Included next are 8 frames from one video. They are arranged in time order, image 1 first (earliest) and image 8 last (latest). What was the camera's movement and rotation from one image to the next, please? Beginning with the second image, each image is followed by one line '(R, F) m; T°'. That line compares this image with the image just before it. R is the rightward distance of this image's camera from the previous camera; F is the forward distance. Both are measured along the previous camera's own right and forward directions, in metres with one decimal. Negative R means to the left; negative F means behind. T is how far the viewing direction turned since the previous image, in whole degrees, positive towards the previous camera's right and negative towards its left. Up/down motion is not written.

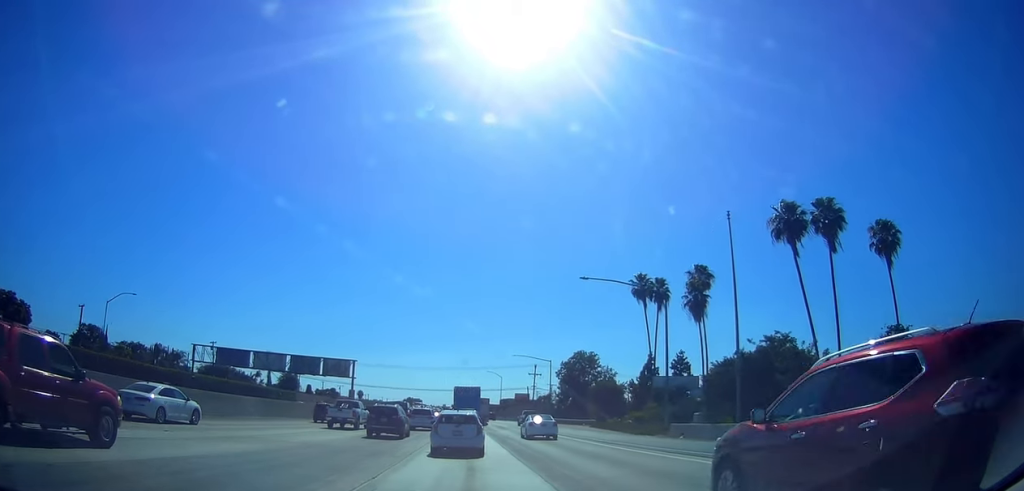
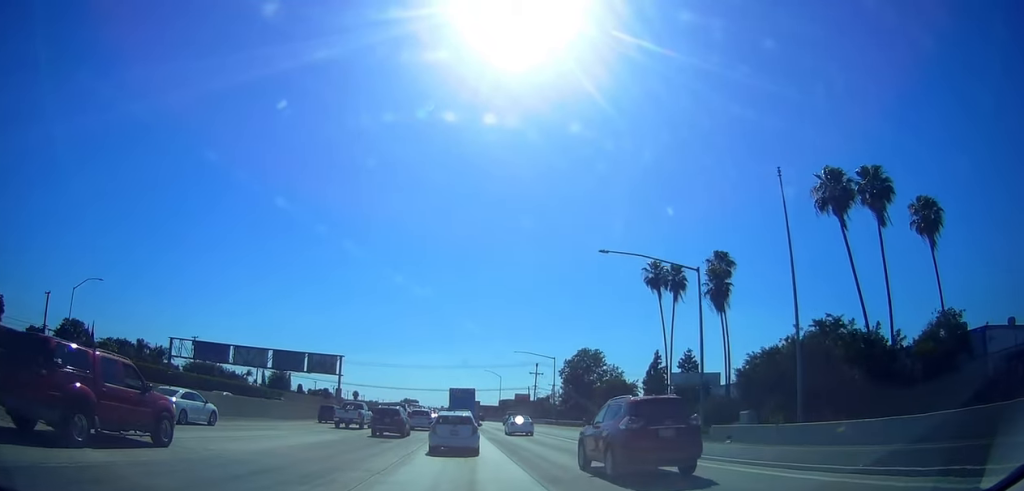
(0.0, +6.8) m; 0°
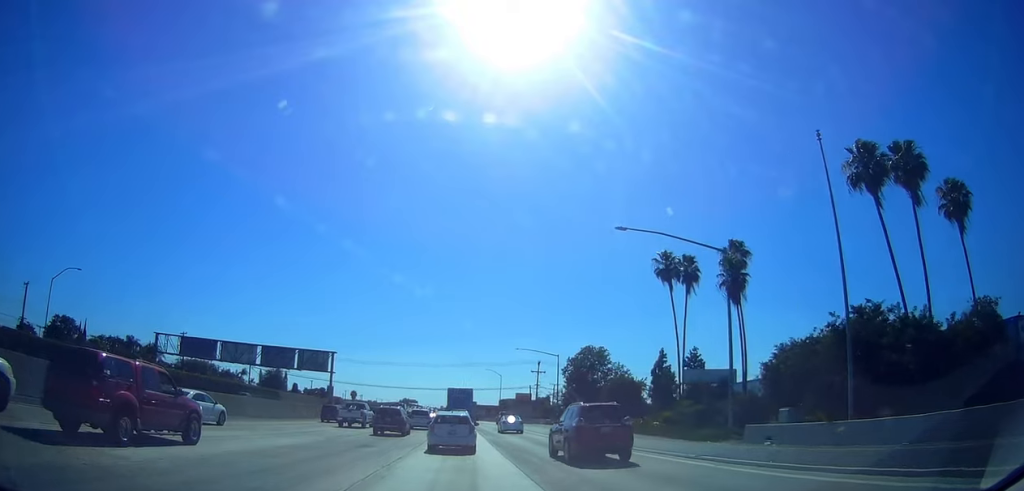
(0.0, +4.1) m; 0°
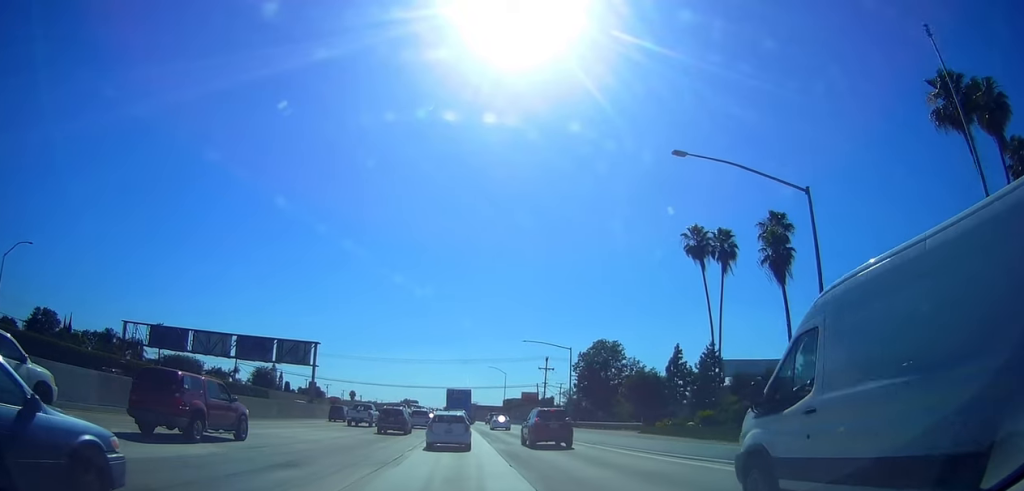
(0.0, +8.4) m; 0°
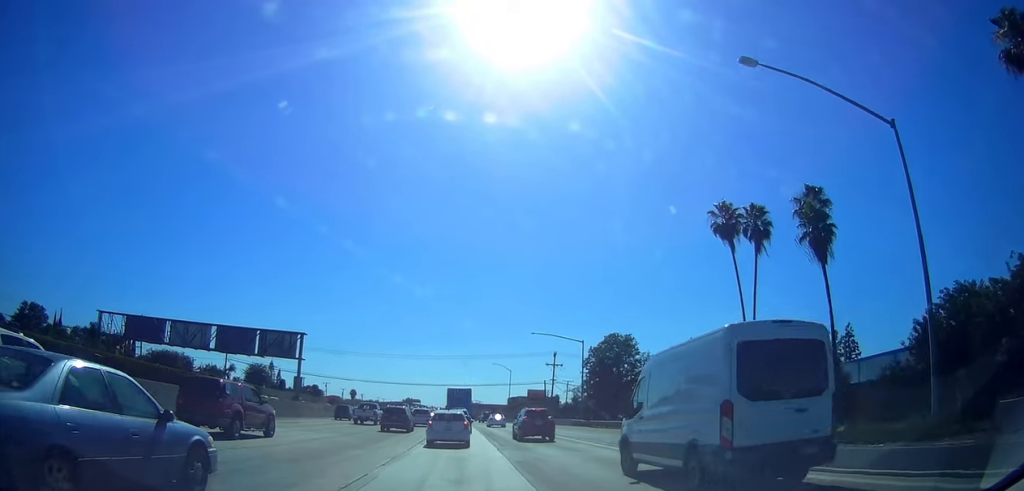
(0.0, +5.8) m; 0°
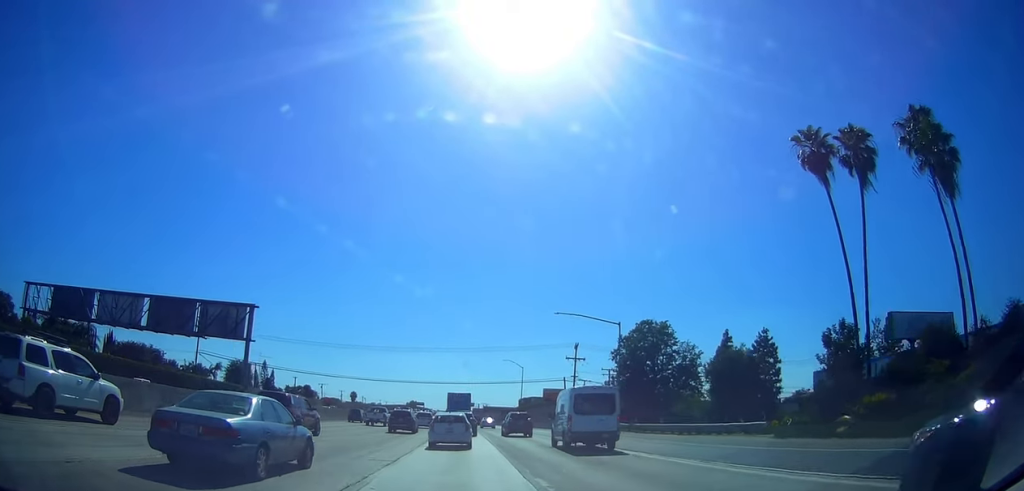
(0.0, +14.1) m; 0°
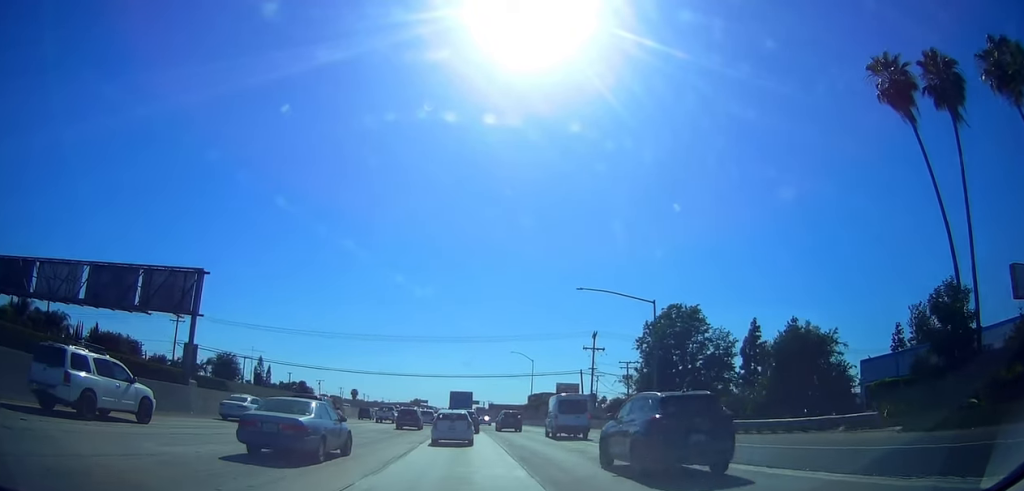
(0.0, +9.9) m; -4°
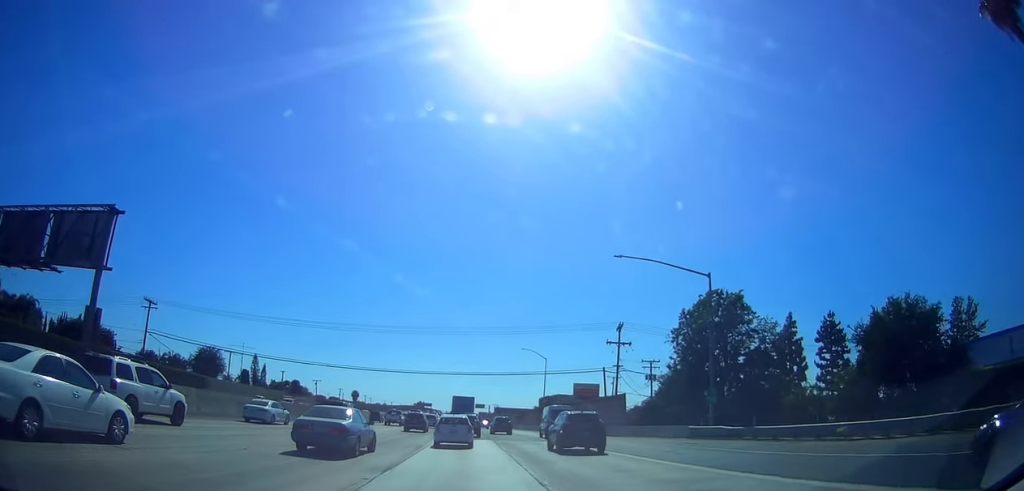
(-0.8, +10.5) m; -1°
